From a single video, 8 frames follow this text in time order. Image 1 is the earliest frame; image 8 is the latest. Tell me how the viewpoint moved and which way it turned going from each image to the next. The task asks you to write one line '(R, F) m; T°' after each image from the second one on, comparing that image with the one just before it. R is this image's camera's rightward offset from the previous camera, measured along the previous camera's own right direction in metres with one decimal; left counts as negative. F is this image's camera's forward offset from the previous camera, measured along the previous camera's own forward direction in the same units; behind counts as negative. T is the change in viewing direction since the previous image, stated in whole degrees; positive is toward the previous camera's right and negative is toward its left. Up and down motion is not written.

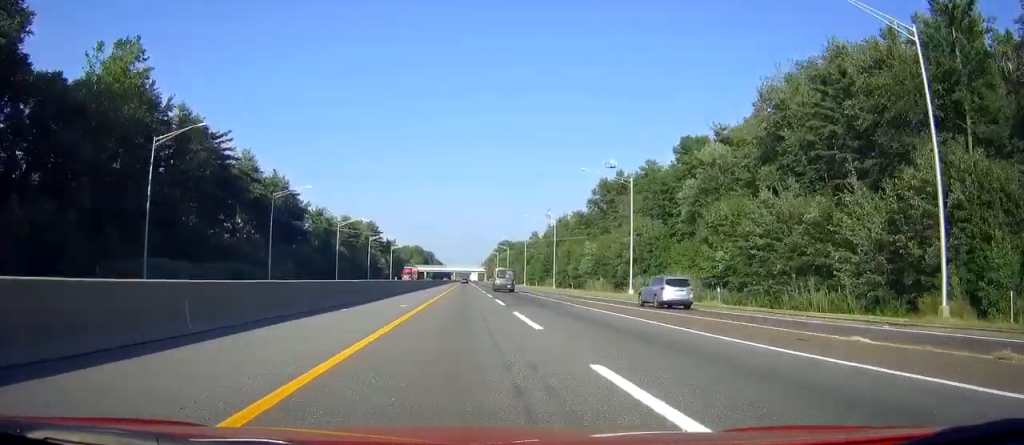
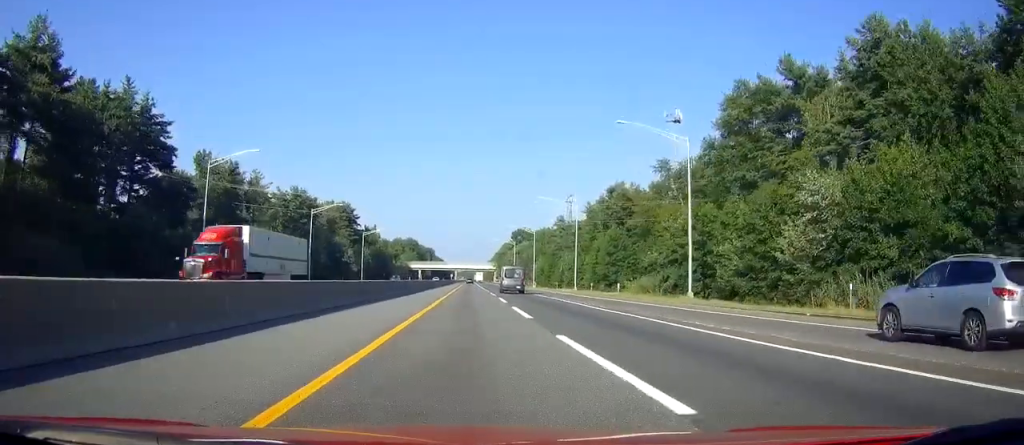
(-0.5, +71.0) m; 0°
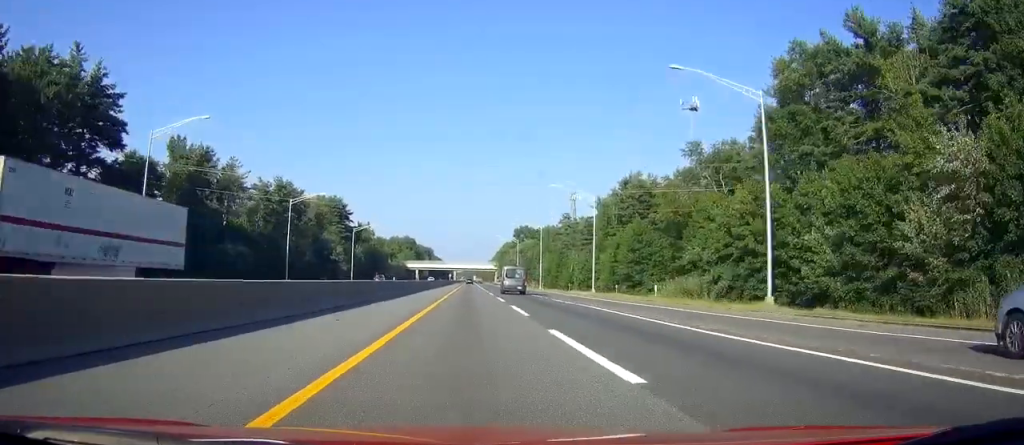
(0.0, +13.3) m; 0°
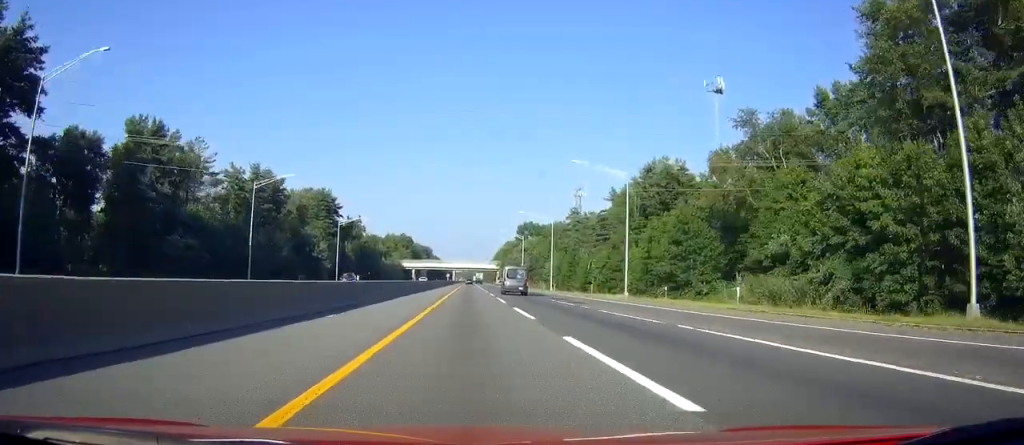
(0.0, +16.6) m; 0°
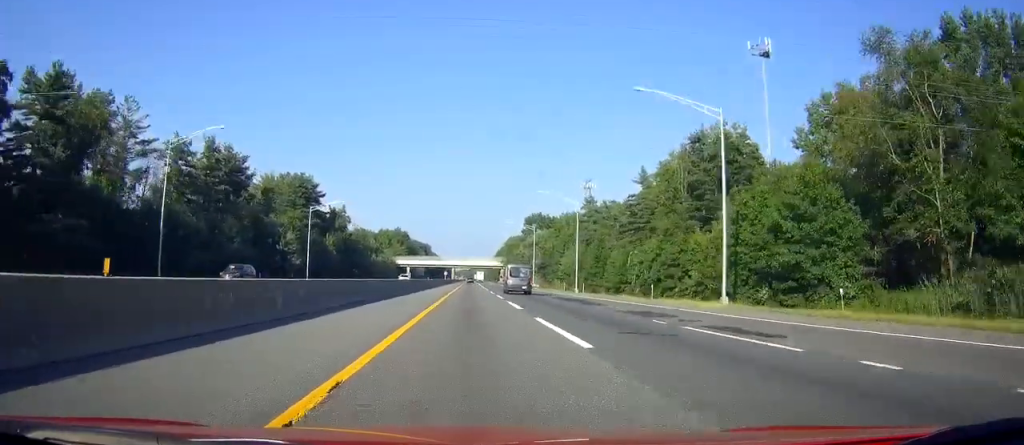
(0.0, +24.4) m; 0°
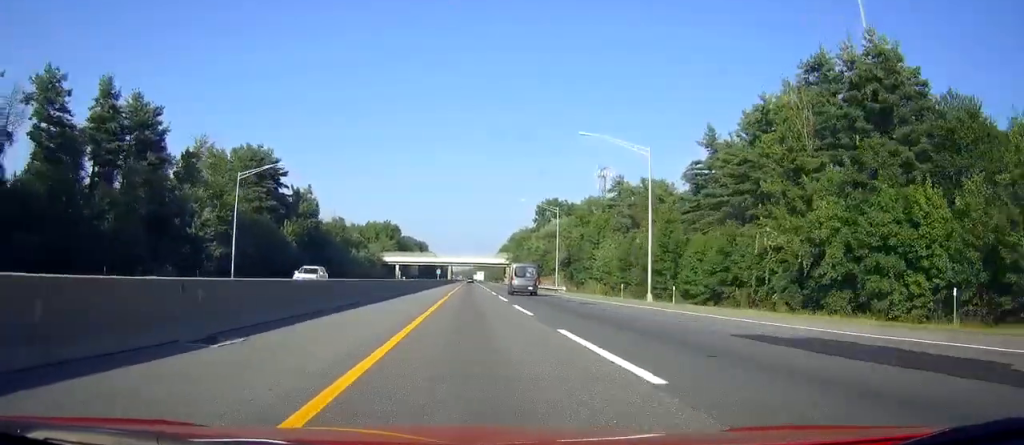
(+0.1, +34.3) m; 0°
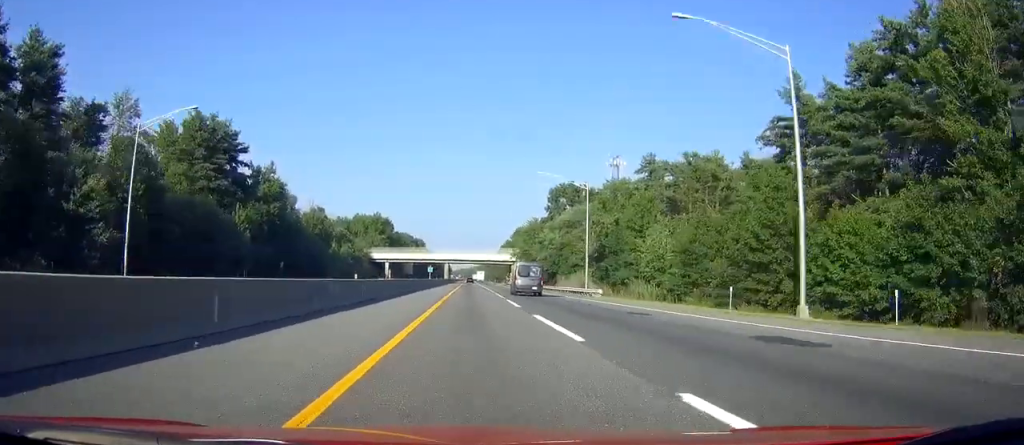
(-0.1, +24.3) m; 0°
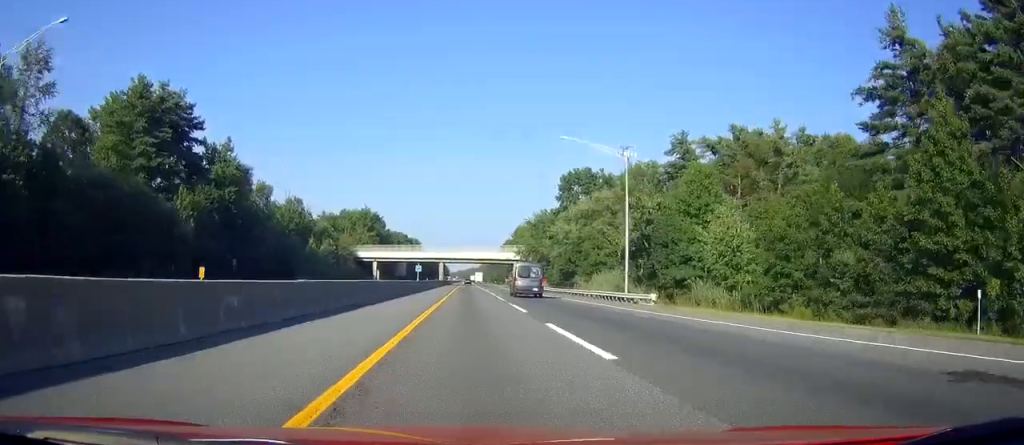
(0.0, +18.8) m; 0°
